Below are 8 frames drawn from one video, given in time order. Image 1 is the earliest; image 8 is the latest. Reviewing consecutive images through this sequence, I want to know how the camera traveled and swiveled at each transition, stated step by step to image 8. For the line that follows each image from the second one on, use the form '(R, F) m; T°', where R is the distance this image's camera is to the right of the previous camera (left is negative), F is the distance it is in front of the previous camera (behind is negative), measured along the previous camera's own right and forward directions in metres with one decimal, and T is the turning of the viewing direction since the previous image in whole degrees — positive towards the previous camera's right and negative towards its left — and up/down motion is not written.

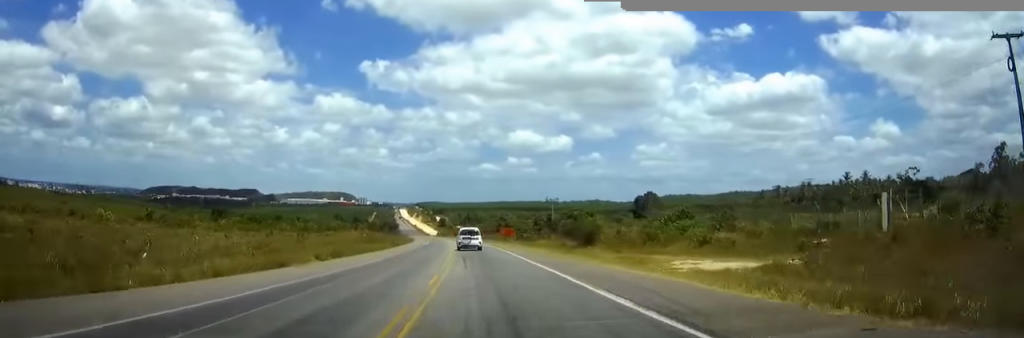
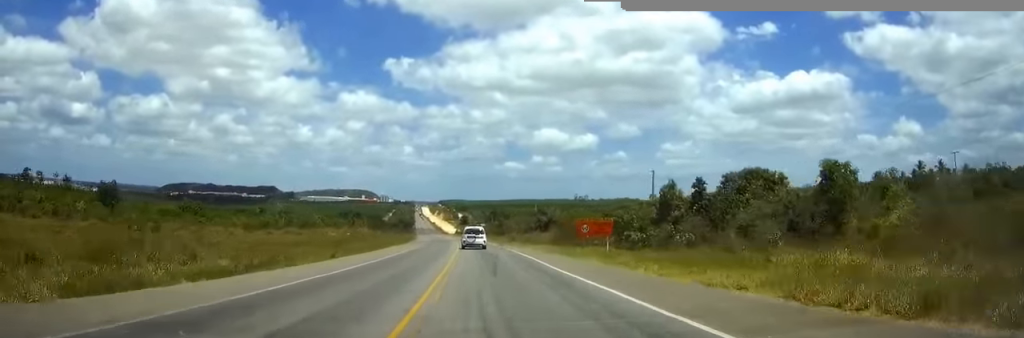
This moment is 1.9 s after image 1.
(-1.0, +57.3) m; -2°
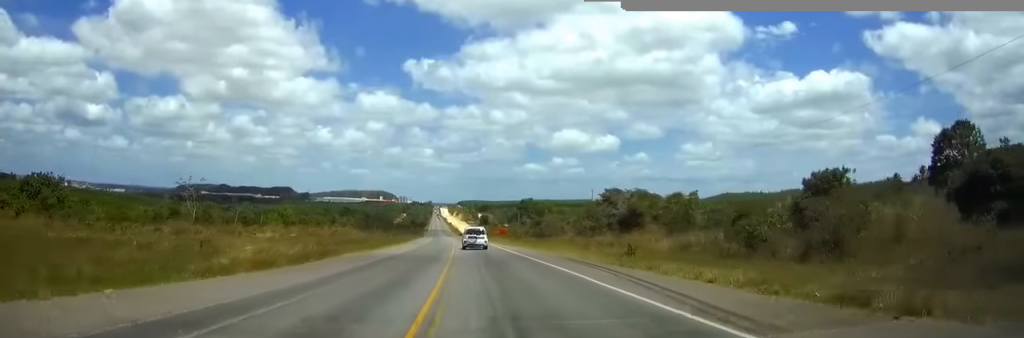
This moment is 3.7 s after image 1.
(-0.9, +56.5) m; -2°
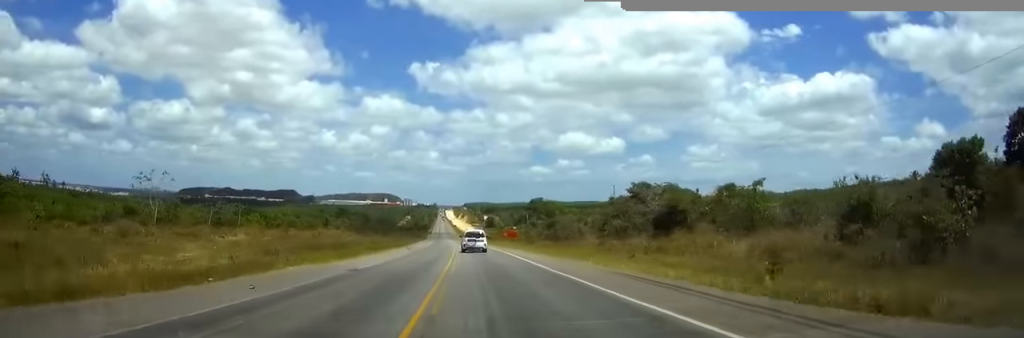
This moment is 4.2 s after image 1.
(0.0, +13.5) m; 0°
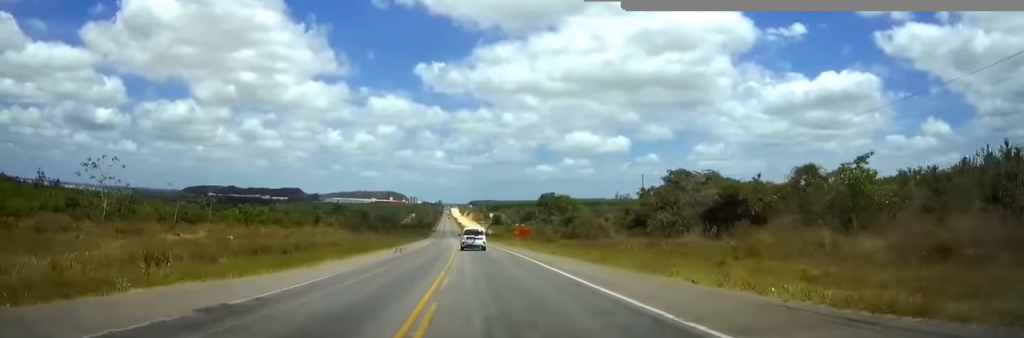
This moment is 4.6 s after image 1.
(-0.1, +13.5) m; 0°
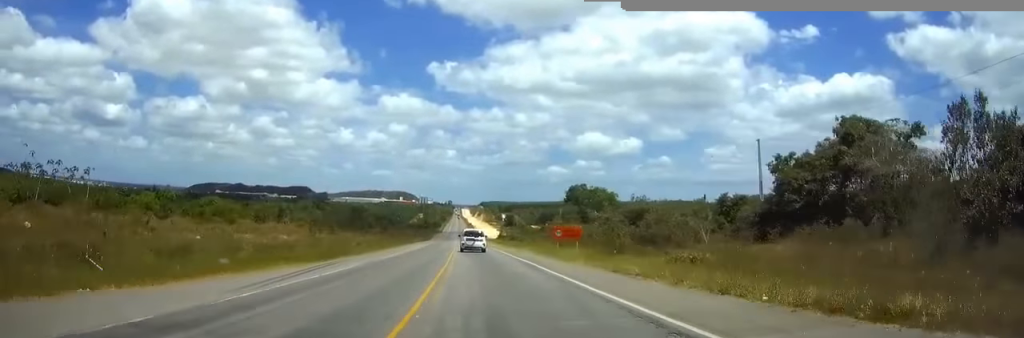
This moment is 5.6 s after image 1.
(-0.3, +32.4) m; -1°
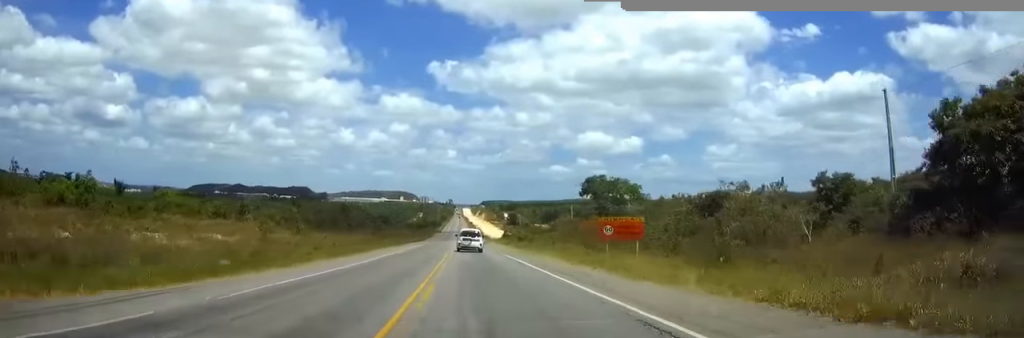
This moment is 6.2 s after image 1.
(0.0, +17.8) m; 0°
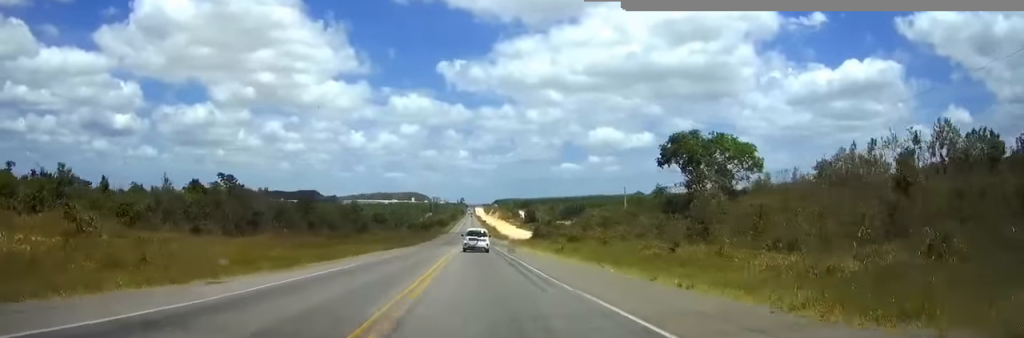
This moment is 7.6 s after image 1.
(-0.4, +43.1) m; -1°
